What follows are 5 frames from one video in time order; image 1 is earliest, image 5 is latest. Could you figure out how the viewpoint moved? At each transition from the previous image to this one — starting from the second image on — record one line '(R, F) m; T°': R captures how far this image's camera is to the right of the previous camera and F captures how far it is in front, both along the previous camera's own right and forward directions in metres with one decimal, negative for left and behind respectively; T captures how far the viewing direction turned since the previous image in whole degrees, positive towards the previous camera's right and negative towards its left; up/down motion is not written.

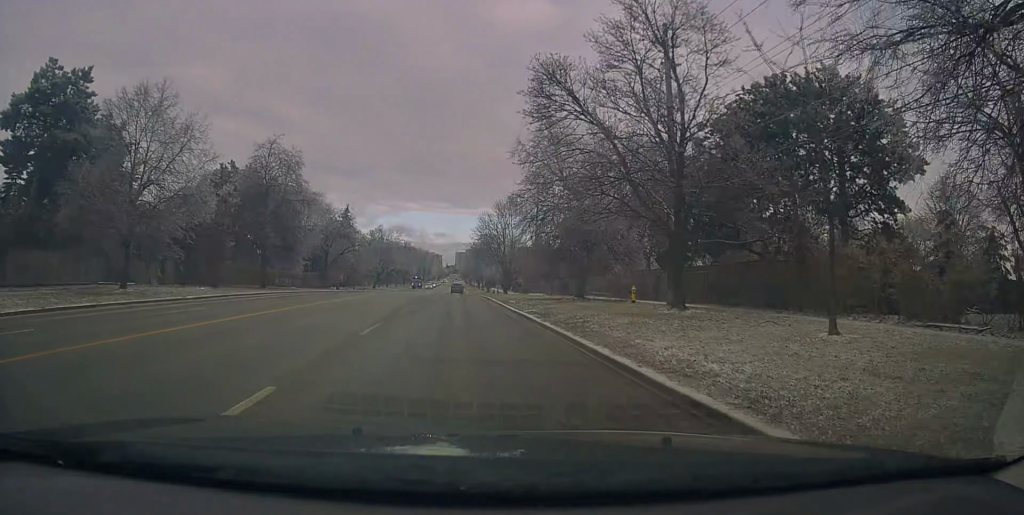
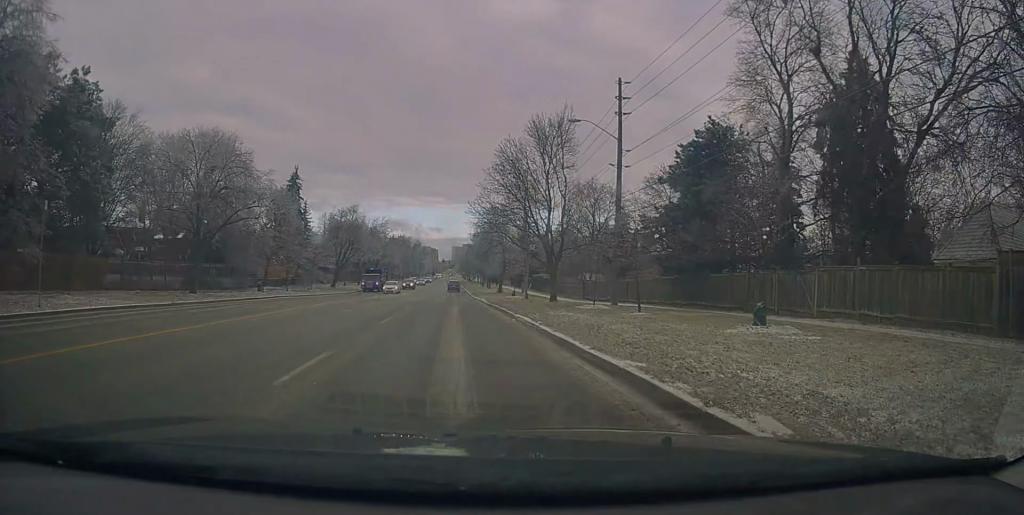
(+0.7, +40.1) m; 0°
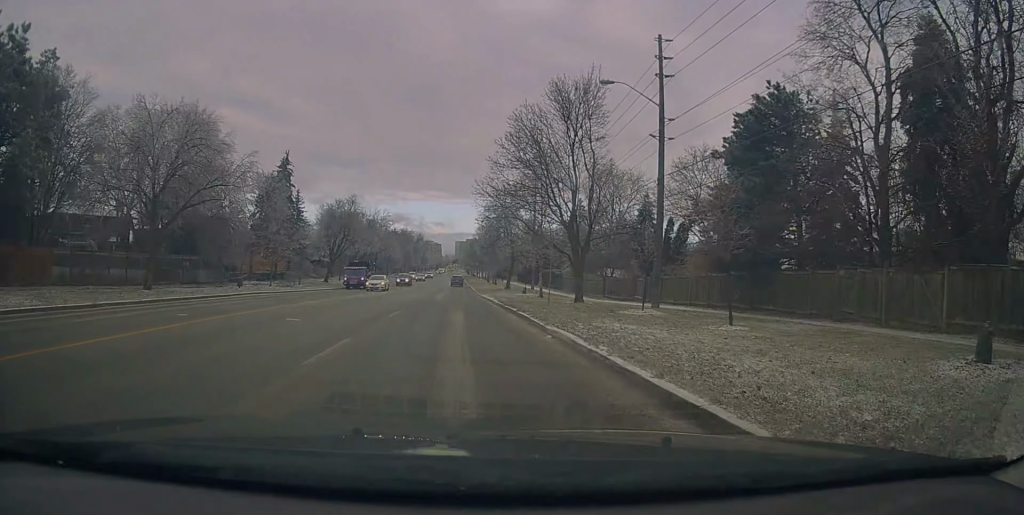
(+0.1, +7.1) m; 0°
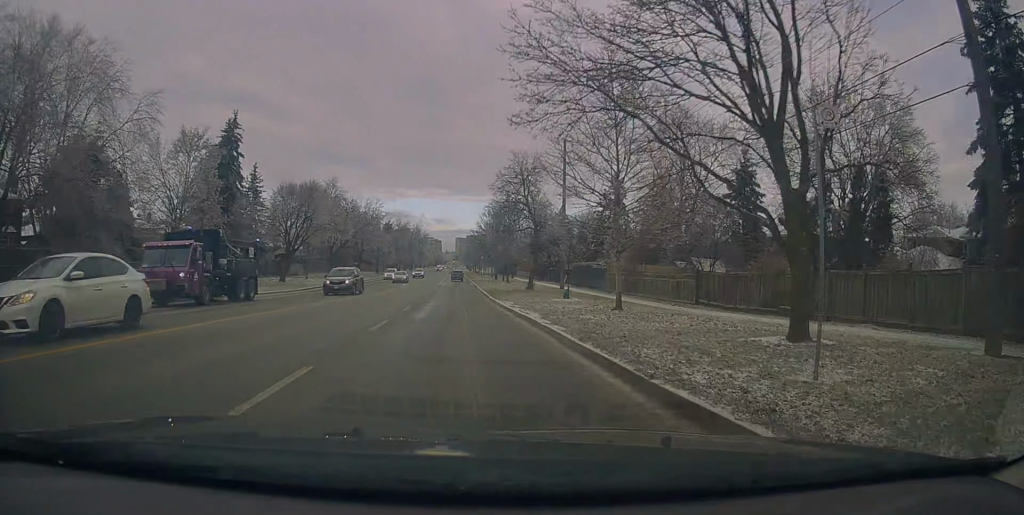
(+0.1, +20.6) m; +2°
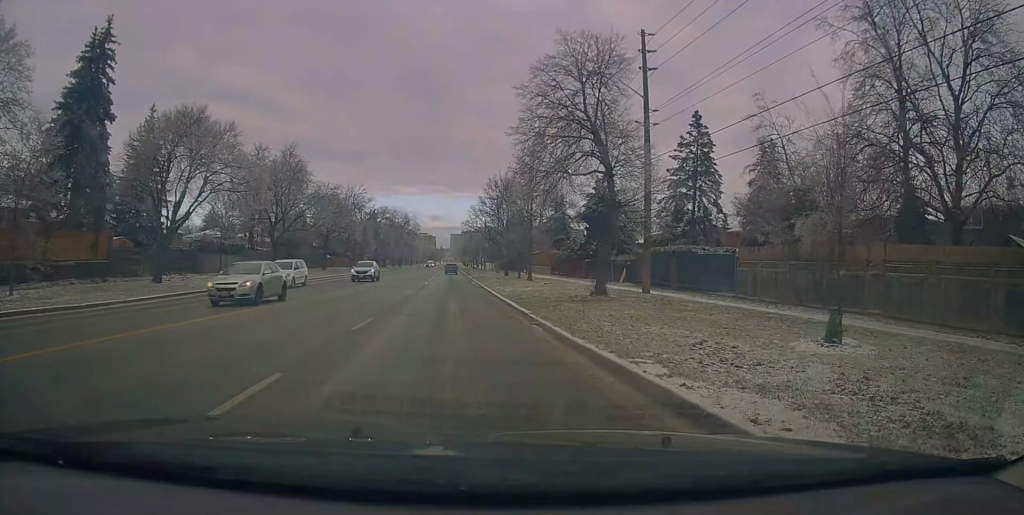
(-0.3, +25.3) m; -2°
